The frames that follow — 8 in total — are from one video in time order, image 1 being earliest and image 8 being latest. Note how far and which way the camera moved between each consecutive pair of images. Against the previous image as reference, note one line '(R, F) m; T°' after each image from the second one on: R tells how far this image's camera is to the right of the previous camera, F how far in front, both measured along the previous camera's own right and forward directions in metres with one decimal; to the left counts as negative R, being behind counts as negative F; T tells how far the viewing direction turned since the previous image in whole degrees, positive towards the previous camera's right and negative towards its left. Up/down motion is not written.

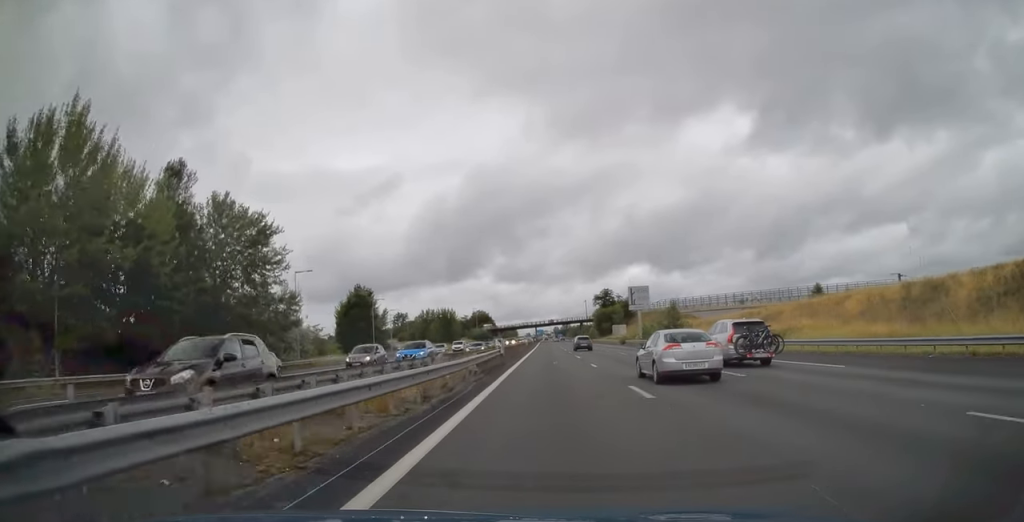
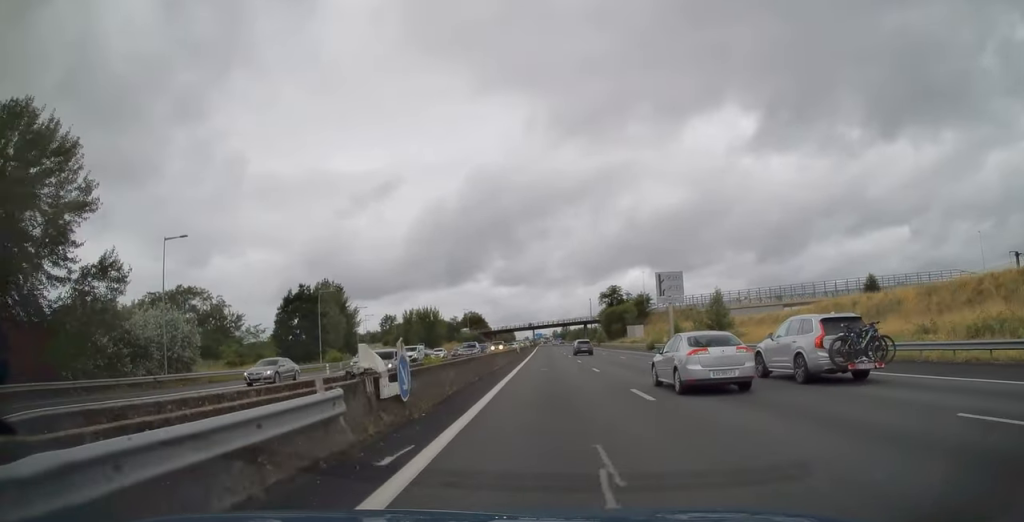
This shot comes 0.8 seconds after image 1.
(-0.1, +25.8) m; 0°
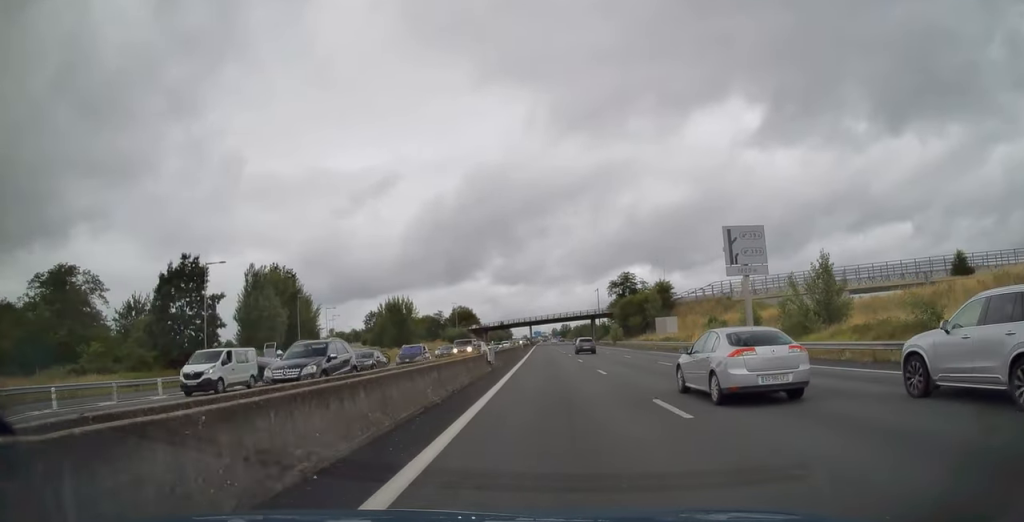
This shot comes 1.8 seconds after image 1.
(0.0, +29.5) m; 0°
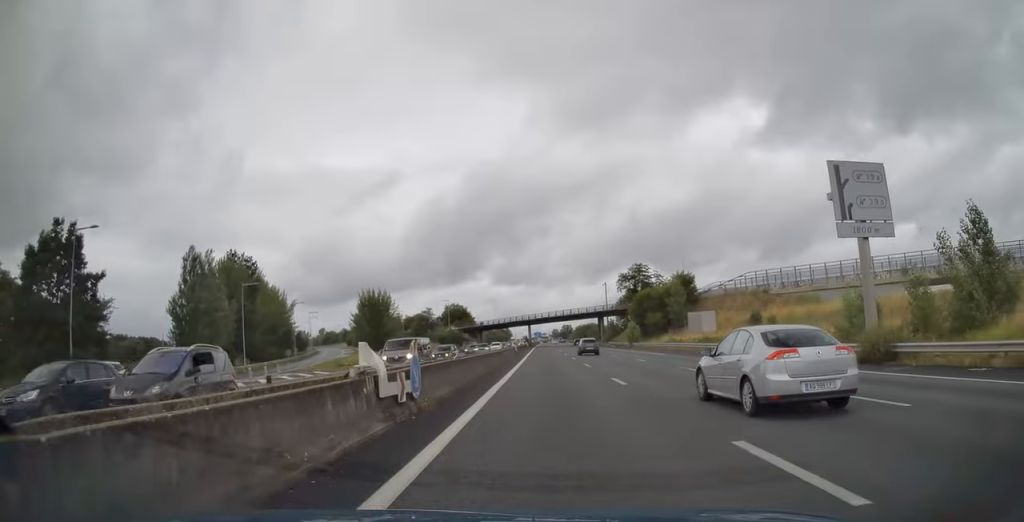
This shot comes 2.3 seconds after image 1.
(+0.1, +18.5) m; 0°
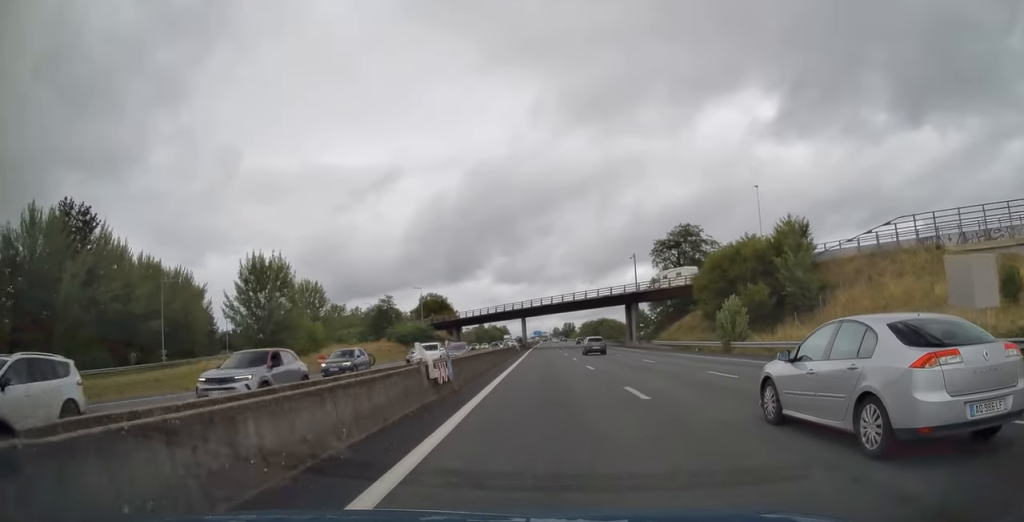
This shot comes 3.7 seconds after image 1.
(+0.1, +43.8) m; 0°
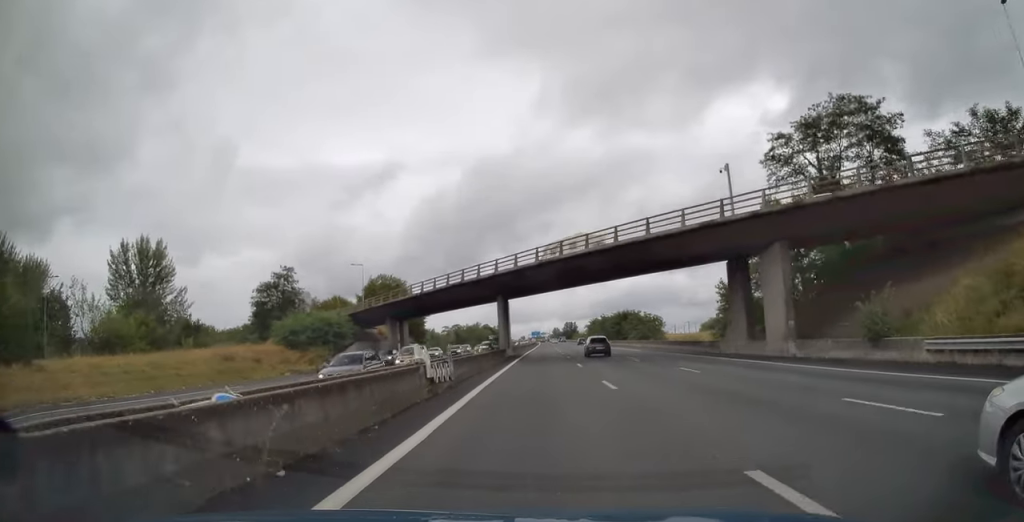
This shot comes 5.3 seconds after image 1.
(-0.2, +49.6) m; 0°
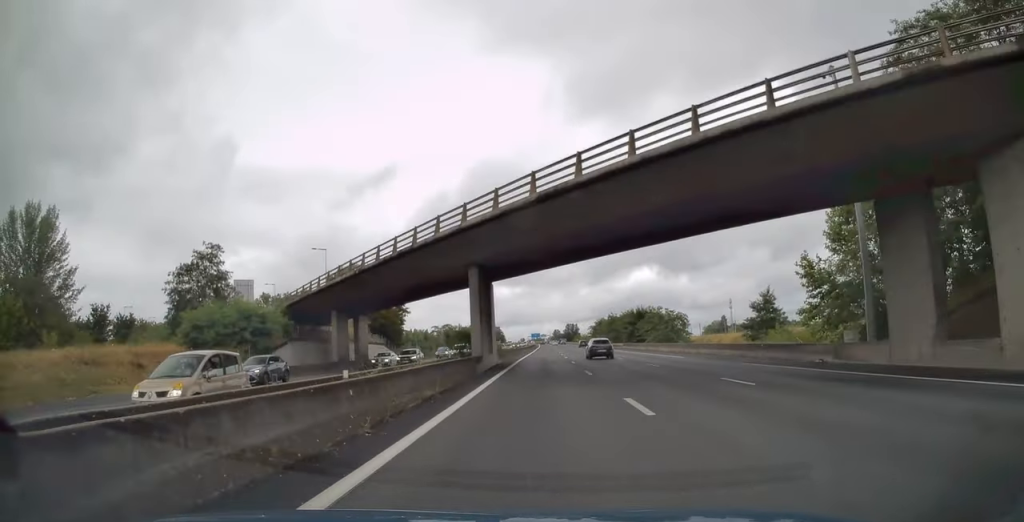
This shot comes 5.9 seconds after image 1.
(0.0, +18.4) m; 0°
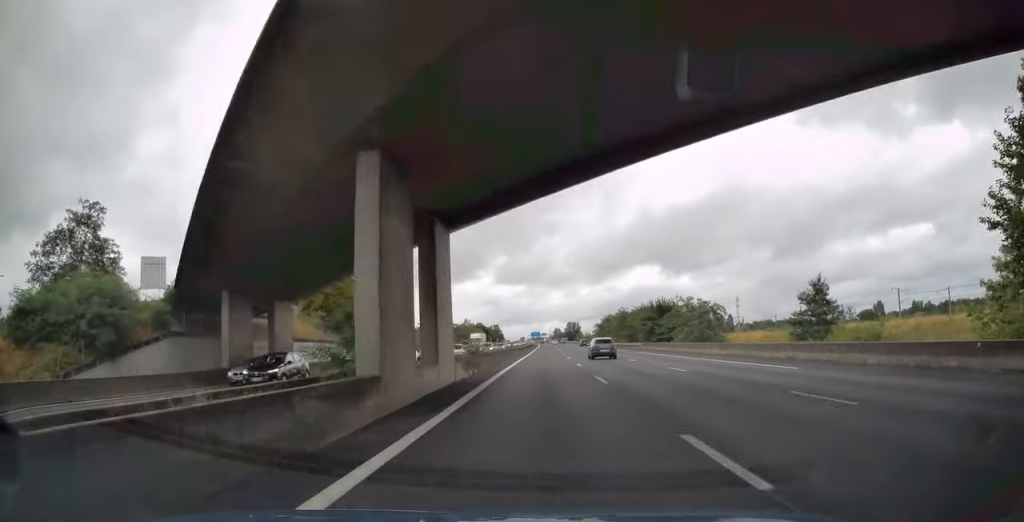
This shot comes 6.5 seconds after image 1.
(+0.1, +18.4) m; 0°
